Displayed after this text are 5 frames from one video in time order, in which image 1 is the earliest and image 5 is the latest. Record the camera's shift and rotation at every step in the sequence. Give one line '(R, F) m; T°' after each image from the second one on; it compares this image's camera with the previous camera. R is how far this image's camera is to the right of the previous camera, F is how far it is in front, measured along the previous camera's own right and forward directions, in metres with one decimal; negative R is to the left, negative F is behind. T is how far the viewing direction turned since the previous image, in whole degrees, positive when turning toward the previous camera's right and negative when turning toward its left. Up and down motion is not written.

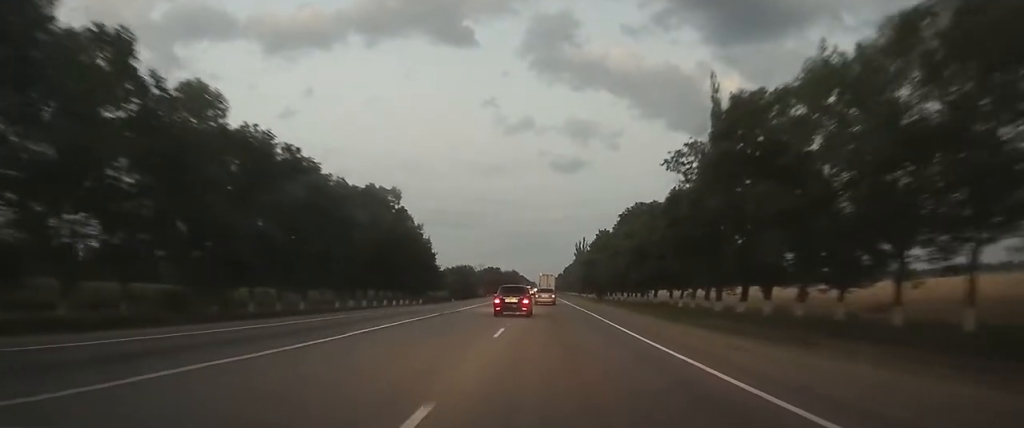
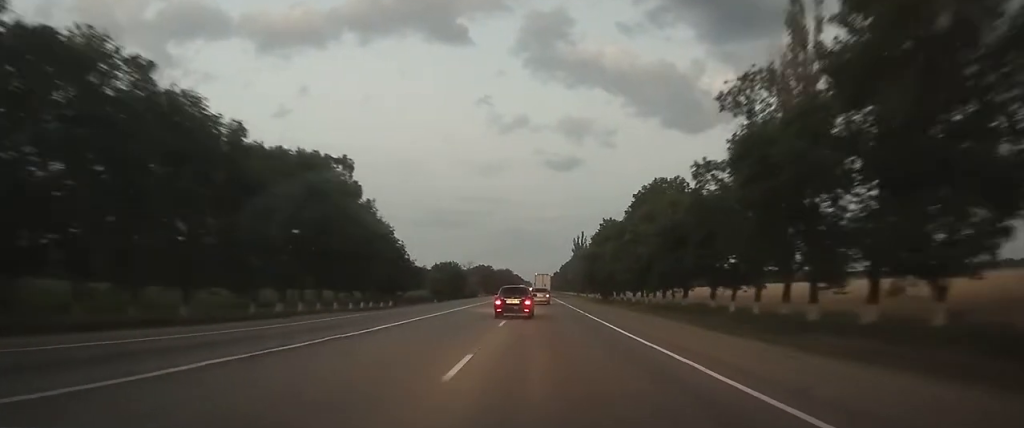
(+0.2, +19.1) m; +1°
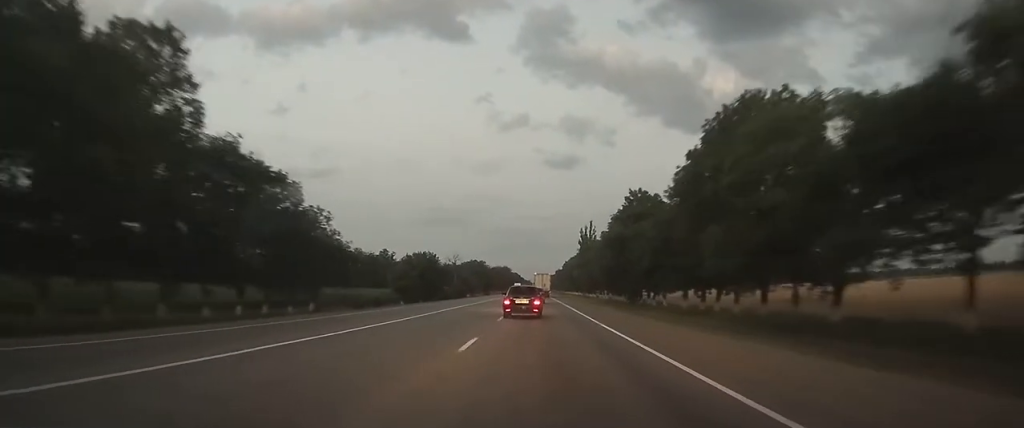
(+0.1, +32.7) m; 0°
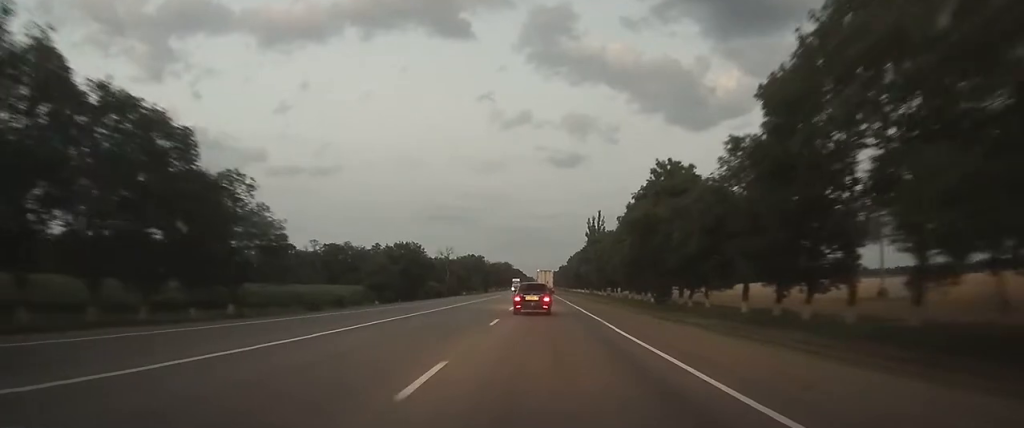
(0.0, +17.2) m; 0°
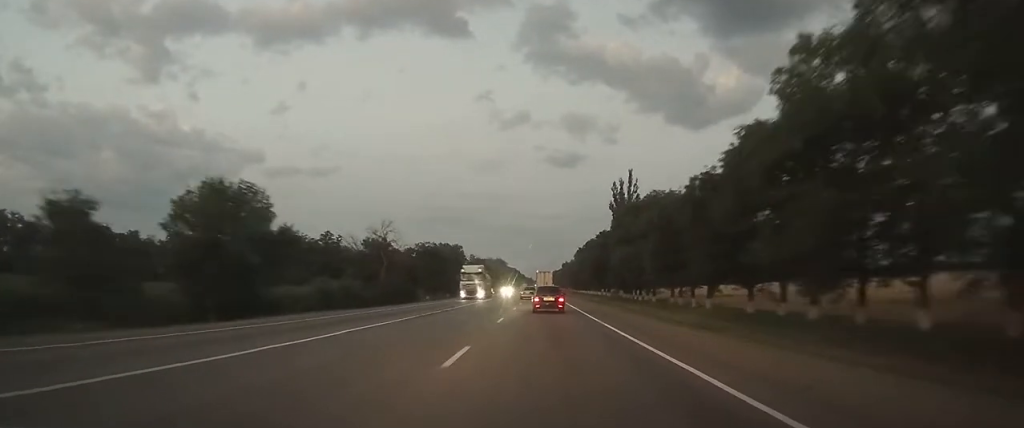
(-0.5, +57.9) m; -1°
